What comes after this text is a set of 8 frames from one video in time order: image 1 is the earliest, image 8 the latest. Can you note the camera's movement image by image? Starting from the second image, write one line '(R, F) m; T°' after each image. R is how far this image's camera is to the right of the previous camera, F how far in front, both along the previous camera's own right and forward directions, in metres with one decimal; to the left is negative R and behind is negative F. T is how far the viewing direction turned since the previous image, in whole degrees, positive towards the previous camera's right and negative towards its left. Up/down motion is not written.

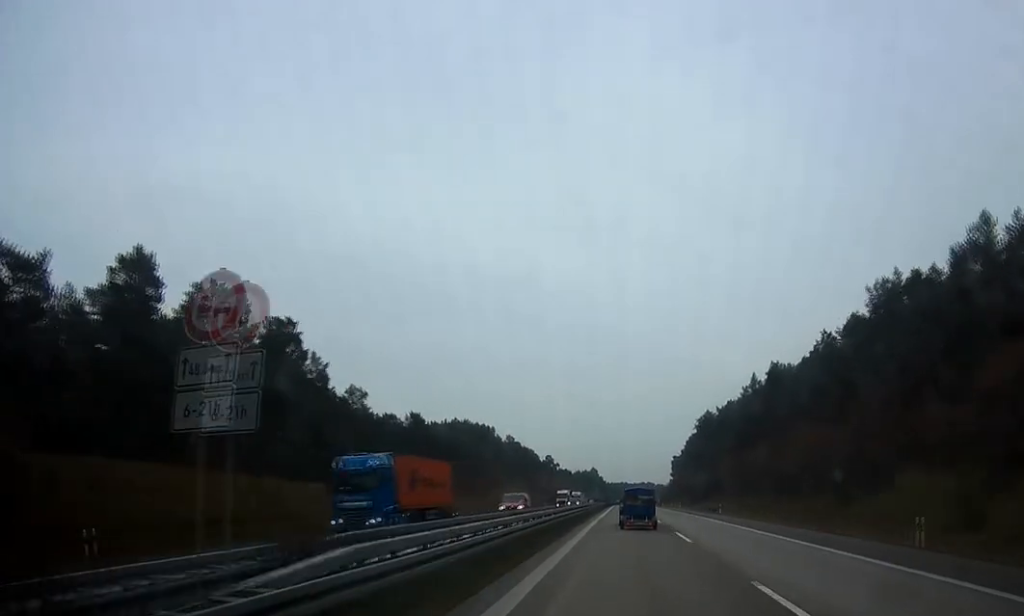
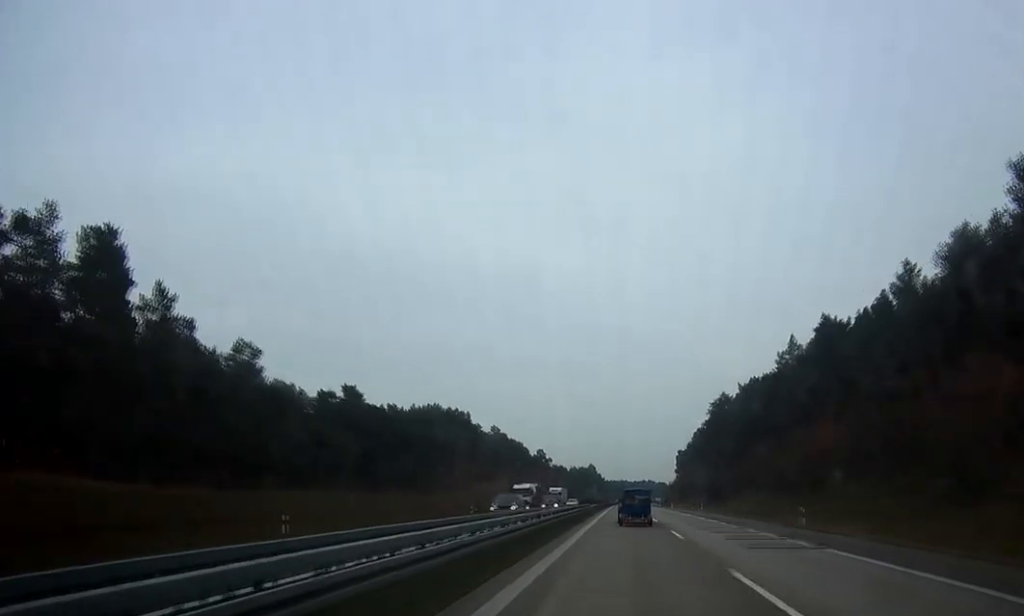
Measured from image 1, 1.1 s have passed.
(+0.2, +33.5) m; -1°
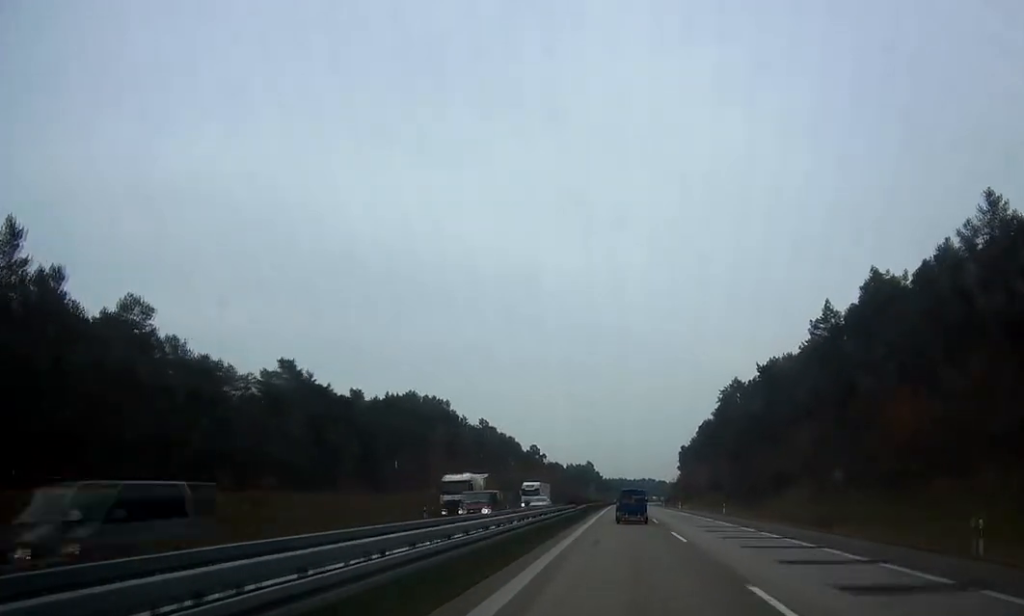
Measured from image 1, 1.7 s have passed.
(-0.3, +20.2) m; 0°
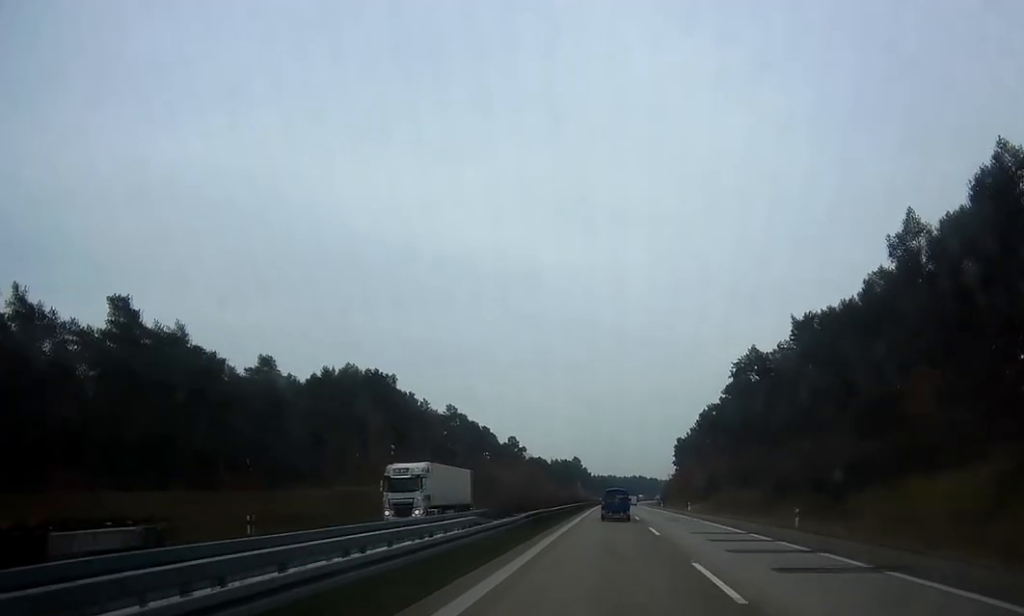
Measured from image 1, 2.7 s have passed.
(0.0, +31.4) m; 0°
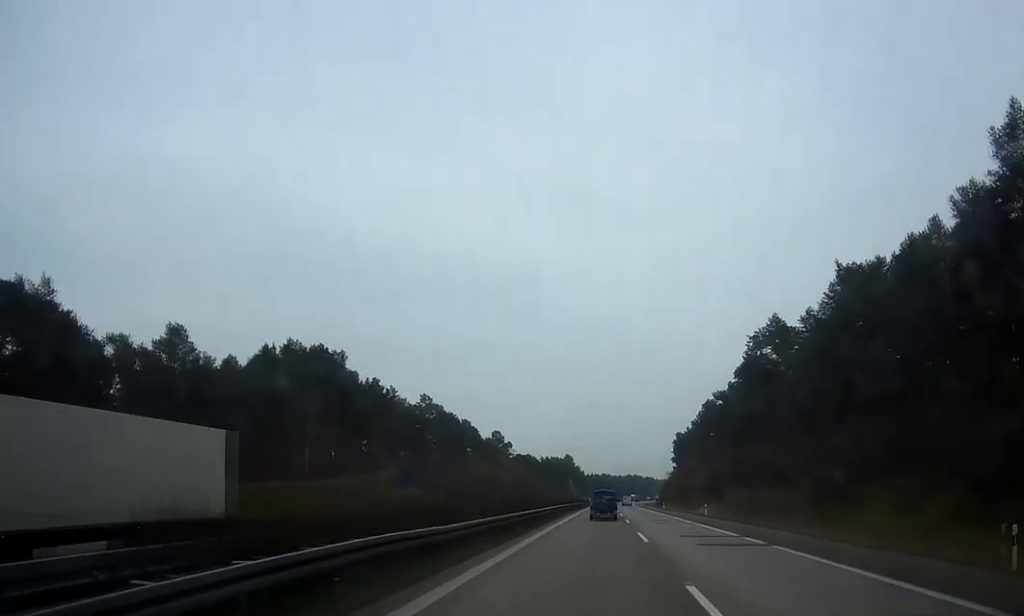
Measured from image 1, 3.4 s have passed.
(+0.1, +21.9) m; 0°
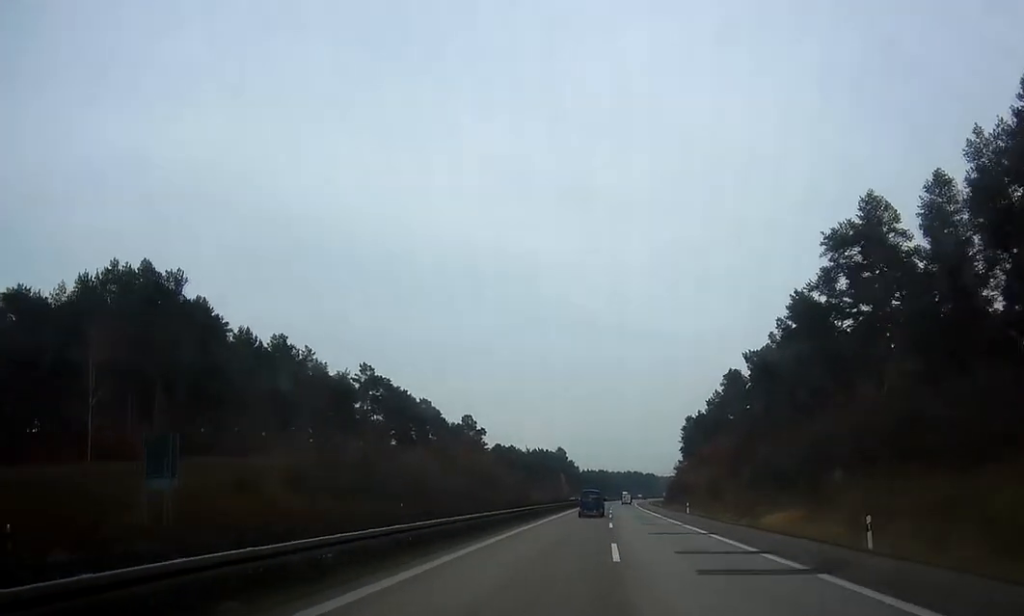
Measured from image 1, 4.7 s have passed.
(0.0, +43.2) m; -1°
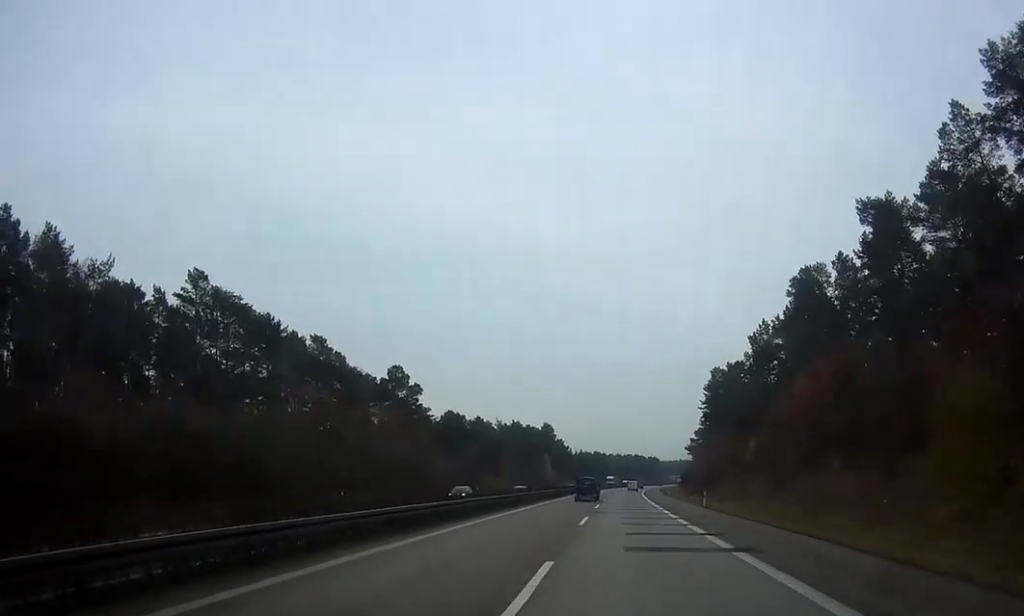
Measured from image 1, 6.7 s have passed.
(-0.6, +62.0) m; 0°
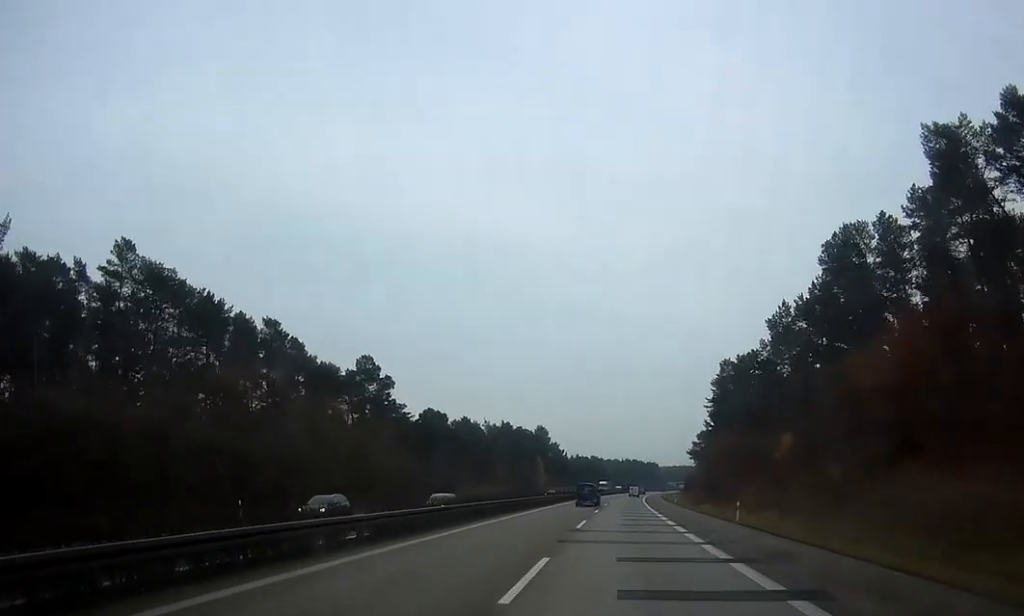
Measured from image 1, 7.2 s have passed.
(+0.1, +15.9) m; 0°
